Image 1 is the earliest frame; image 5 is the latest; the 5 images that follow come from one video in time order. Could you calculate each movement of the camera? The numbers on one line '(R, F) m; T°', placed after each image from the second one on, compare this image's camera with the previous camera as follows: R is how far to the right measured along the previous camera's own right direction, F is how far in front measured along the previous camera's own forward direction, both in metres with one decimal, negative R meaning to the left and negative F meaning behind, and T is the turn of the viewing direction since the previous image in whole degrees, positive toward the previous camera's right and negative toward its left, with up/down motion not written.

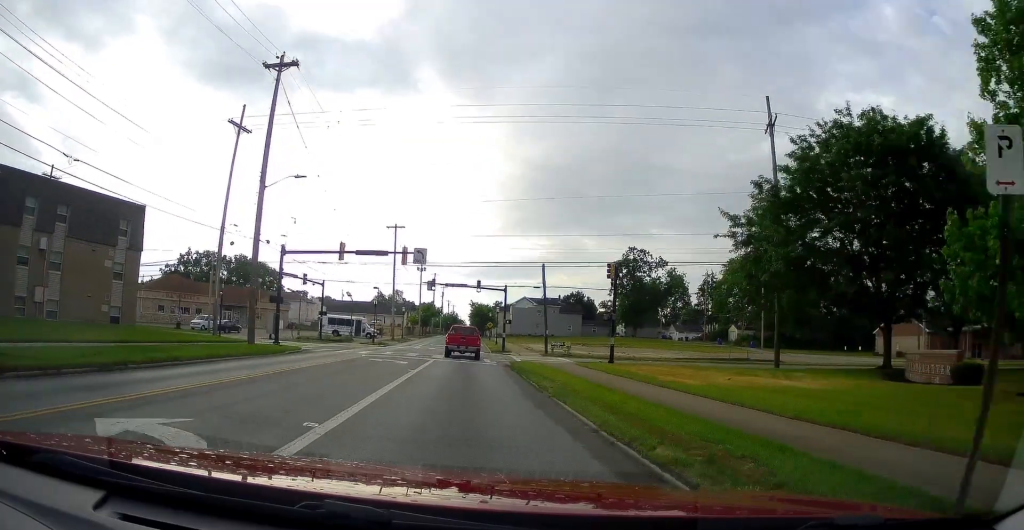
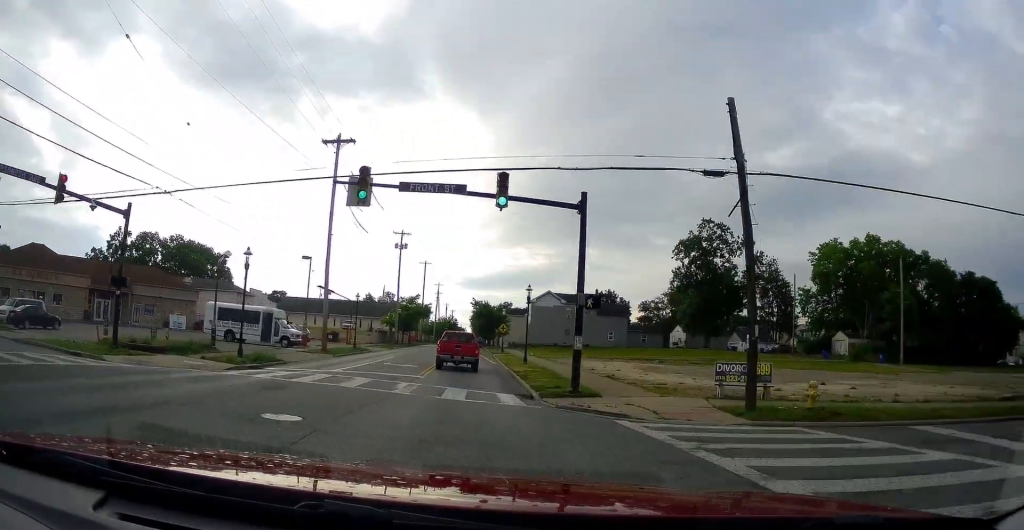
(0.0, +35.9) m; 0°
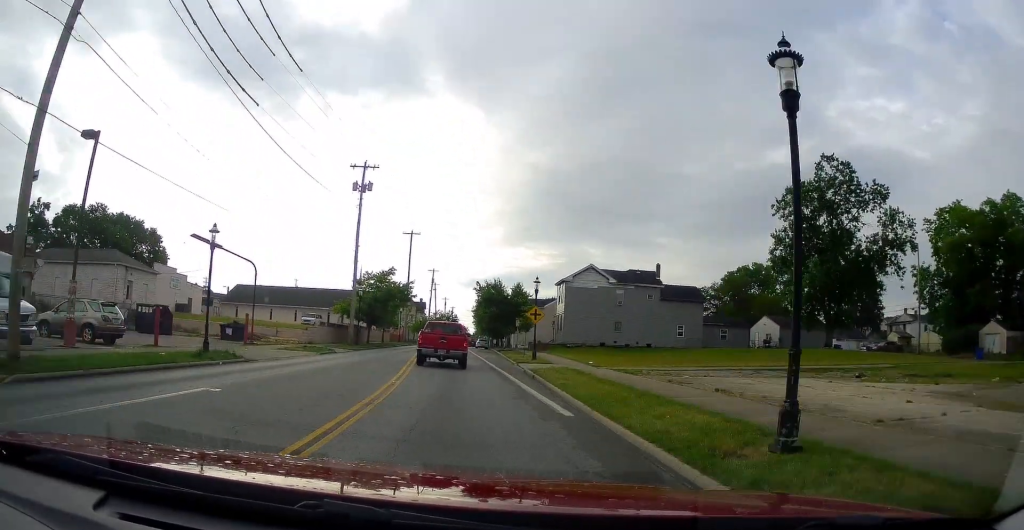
(0.0, +29.2) m; 0°
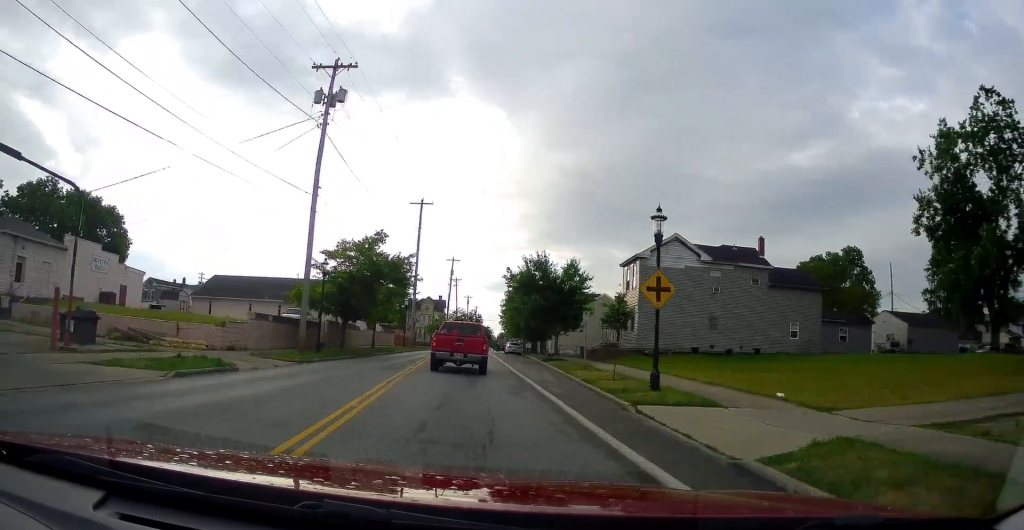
(-0.4, +18.8) m; -2°
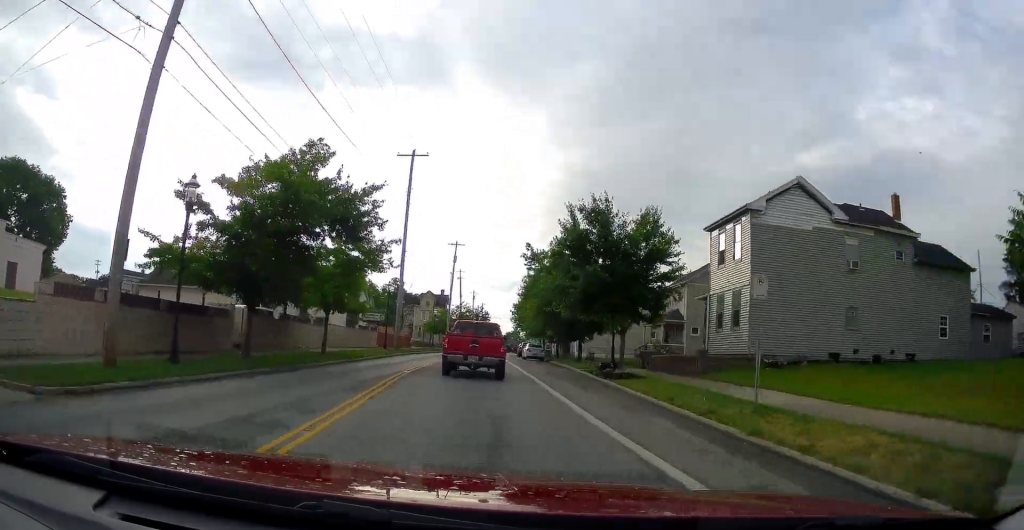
(0.0, +15.9) m; +1°
